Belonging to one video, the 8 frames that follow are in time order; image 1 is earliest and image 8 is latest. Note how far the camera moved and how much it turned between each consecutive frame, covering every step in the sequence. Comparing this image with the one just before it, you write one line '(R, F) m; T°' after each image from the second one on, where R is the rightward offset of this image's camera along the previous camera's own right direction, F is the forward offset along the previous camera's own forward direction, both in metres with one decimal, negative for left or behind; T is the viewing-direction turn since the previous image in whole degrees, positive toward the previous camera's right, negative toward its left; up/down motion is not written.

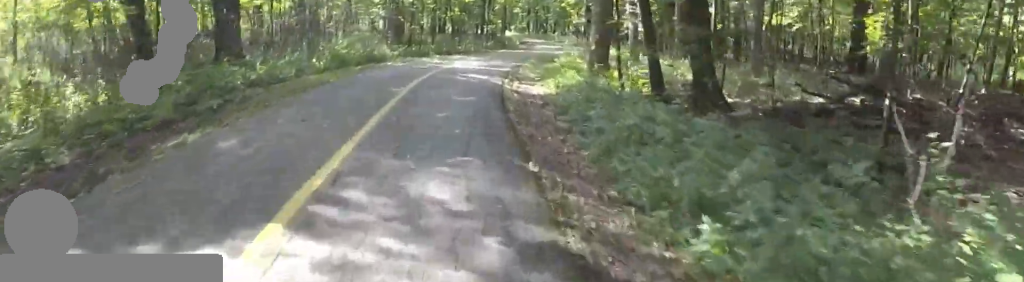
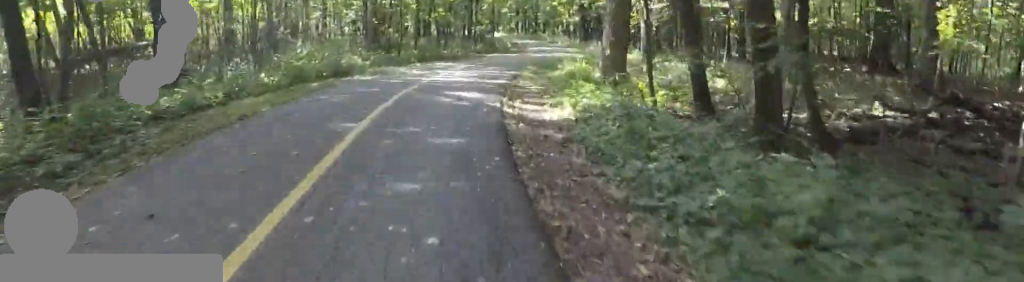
(+0.4, +3.5) m; +2°
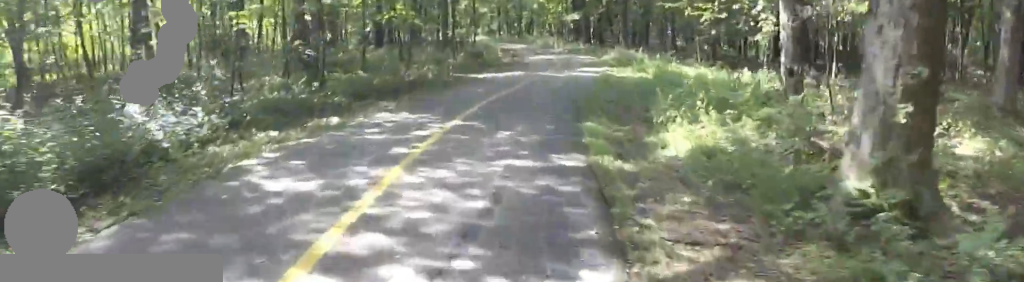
(-0.2, +10.6) m; 0°
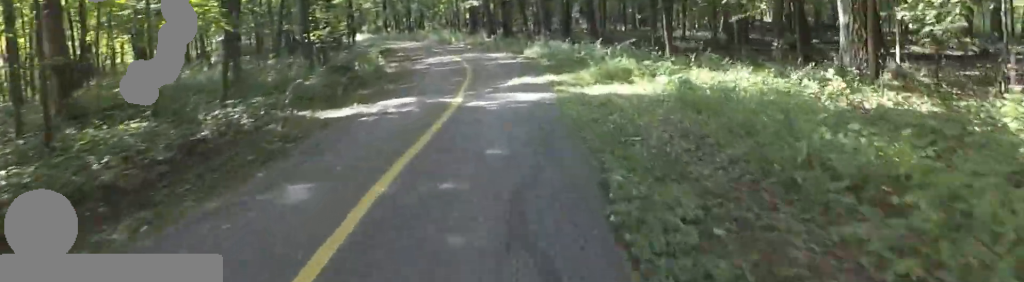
(+0.1, +7.6) m; +5°
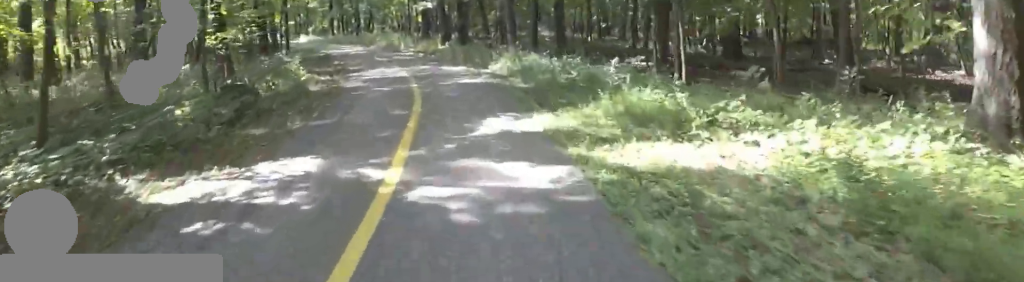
(-0.4, +4.2) m; +6°
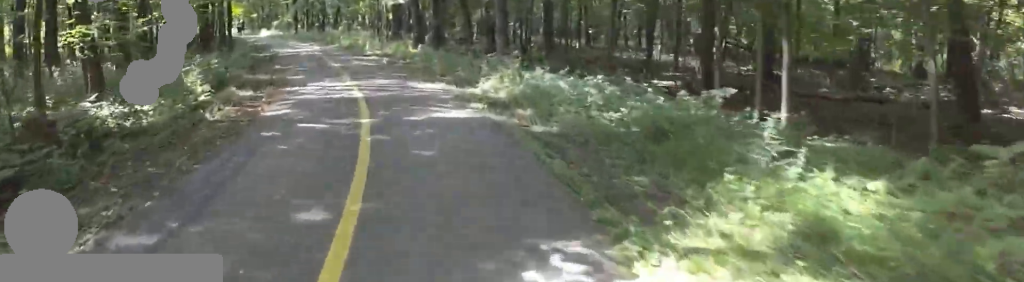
(+1.2, +4.3) m; -4°
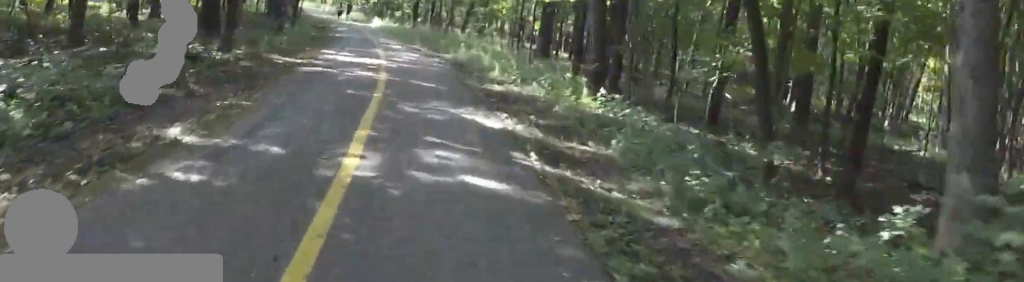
(-1.5, +12.1) m; -4°
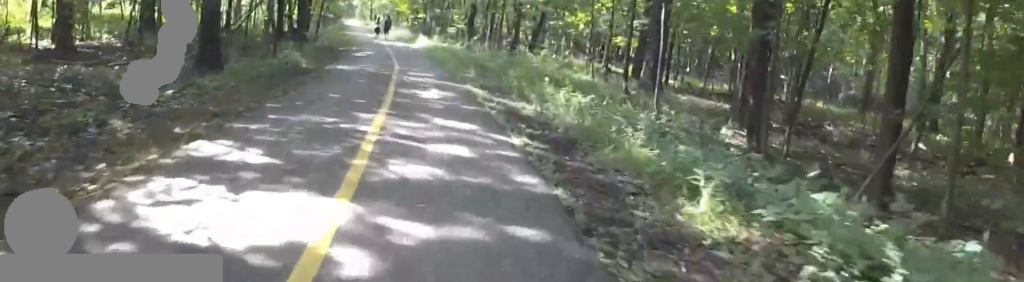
(-0.2, +9.7) m; -12°
